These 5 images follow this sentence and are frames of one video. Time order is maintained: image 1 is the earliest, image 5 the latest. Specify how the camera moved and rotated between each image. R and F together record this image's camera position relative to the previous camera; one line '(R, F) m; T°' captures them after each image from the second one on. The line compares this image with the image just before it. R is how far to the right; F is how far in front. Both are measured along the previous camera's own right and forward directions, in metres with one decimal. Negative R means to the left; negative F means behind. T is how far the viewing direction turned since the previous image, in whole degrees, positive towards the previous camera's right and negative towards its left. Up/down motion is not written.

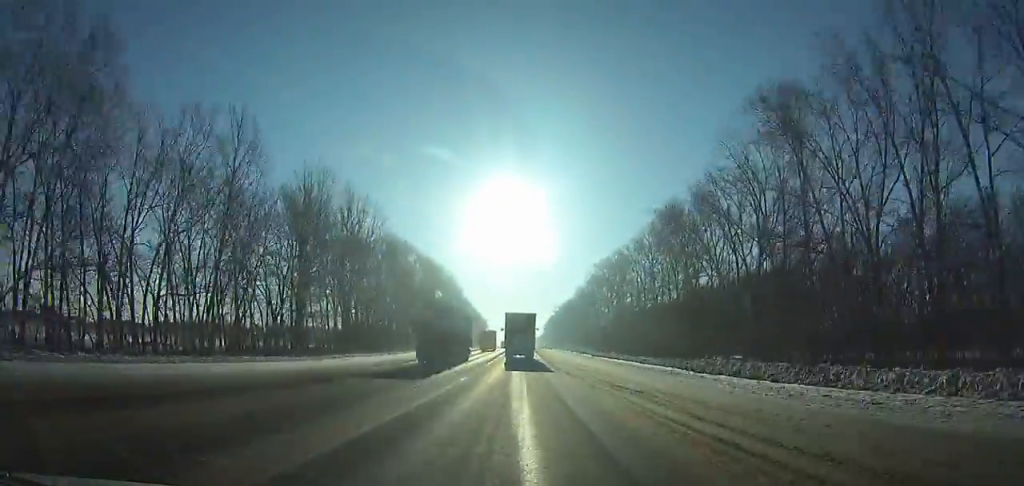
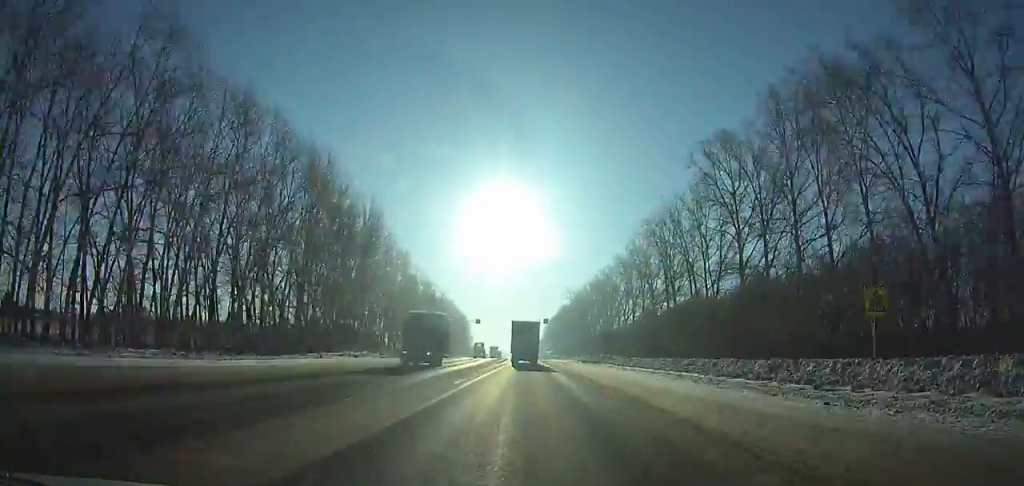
(+0.5, +96.5) m; +1°
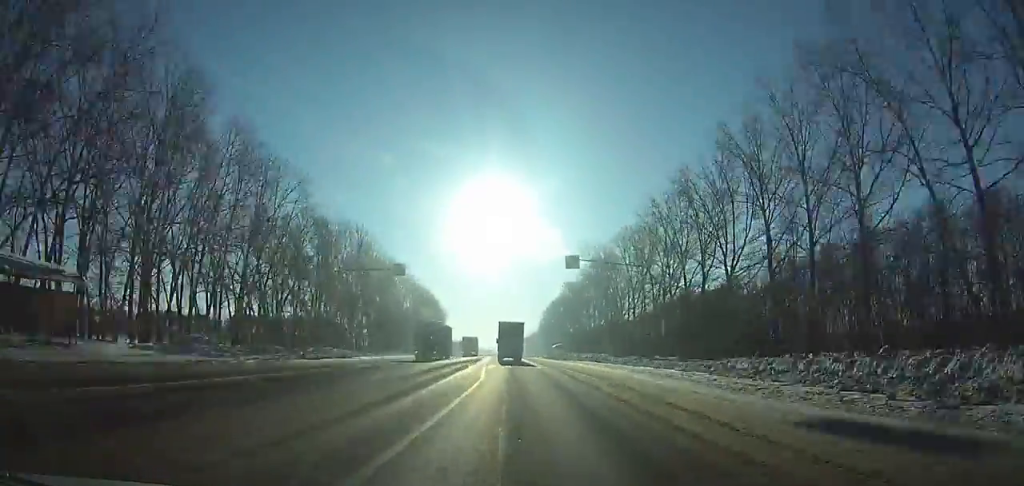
(0.0, +65.4) m; 0°
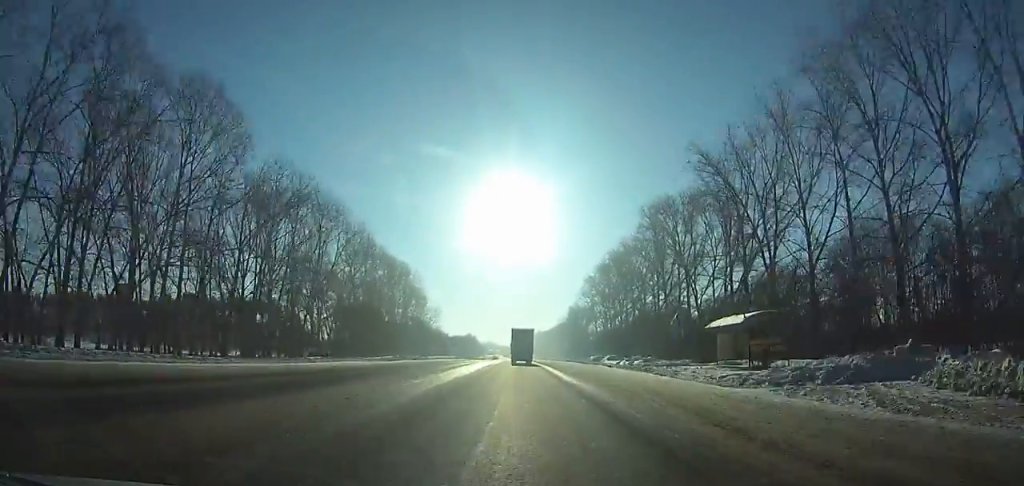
(-0.9, +96.7) m; -1°
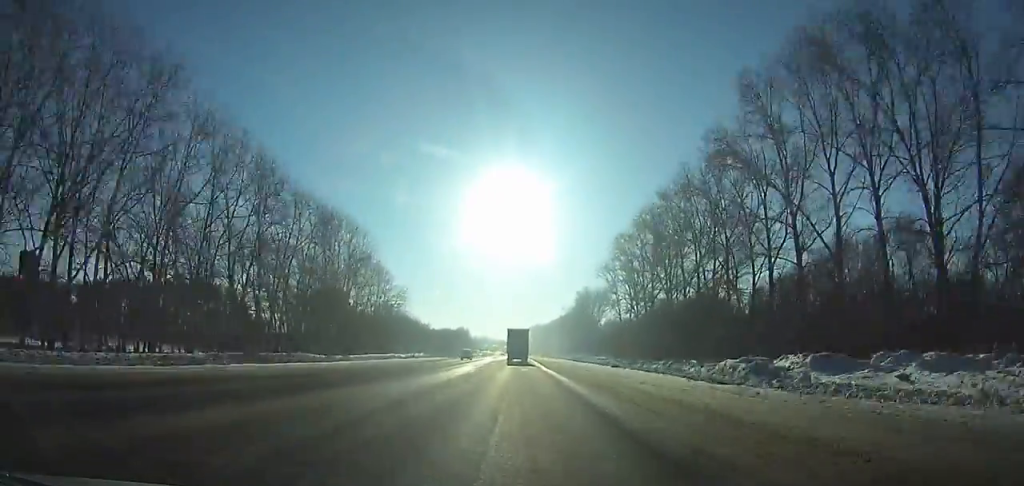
(+0.1, +44.7) m; 0°
